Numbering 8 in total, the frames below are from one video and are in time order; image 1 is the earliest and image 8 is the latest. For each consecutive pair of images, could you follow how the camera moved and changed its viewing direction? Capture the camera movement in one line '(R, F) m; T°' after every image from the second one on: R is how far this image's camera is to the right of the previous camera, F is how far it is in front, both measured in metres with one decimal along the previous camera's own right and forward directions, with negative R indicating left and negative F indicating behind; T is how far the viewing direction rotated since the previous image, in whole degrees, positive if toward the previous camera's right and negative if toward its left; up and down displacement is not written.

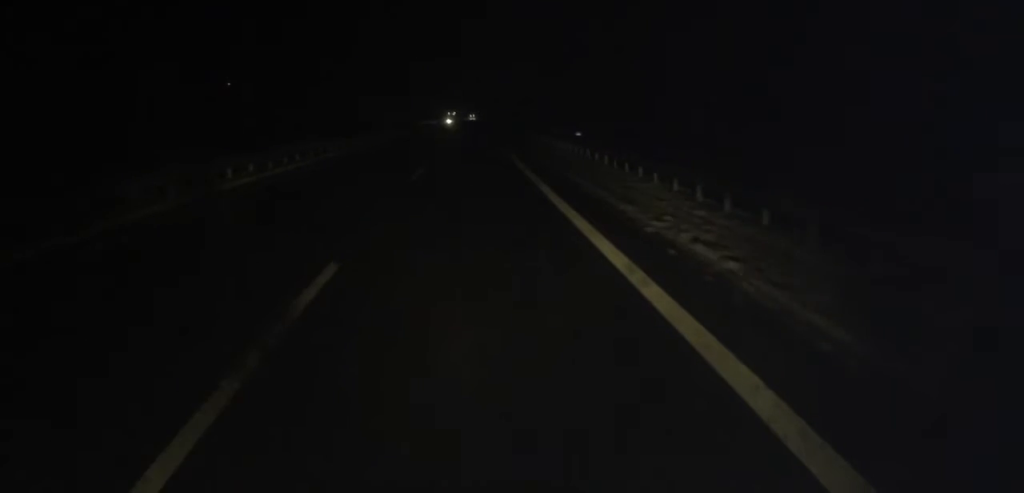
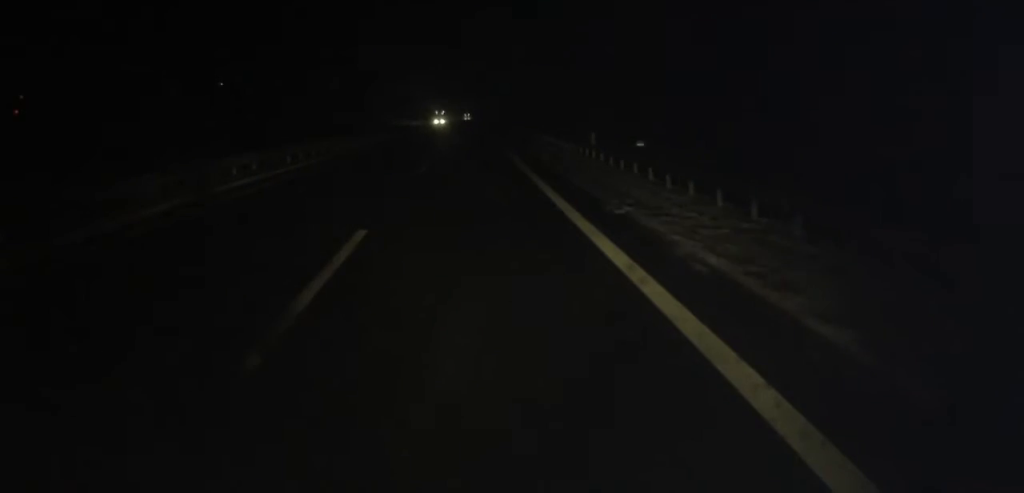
(+0.2, +15.3) m; +1°
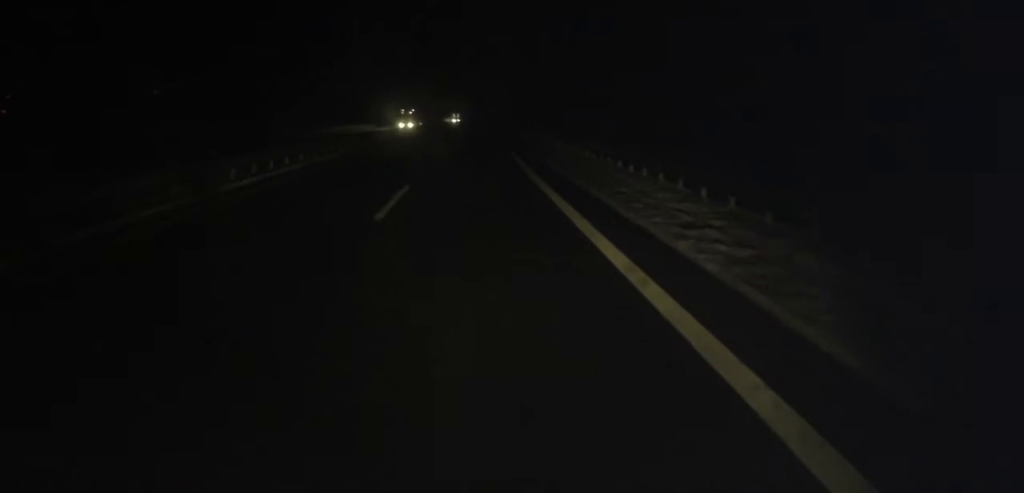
(-0.3, +28.0) m; -2°
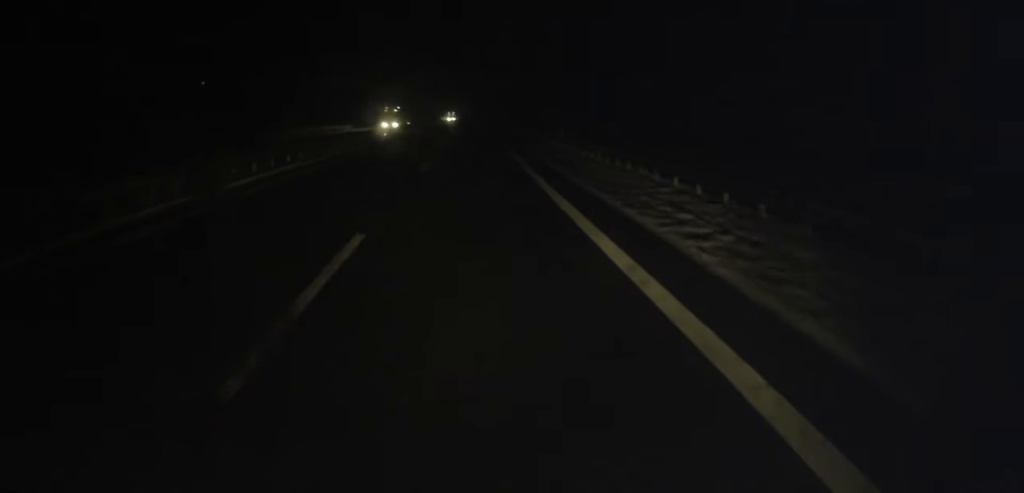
(0.0, +7.7) m; +1°
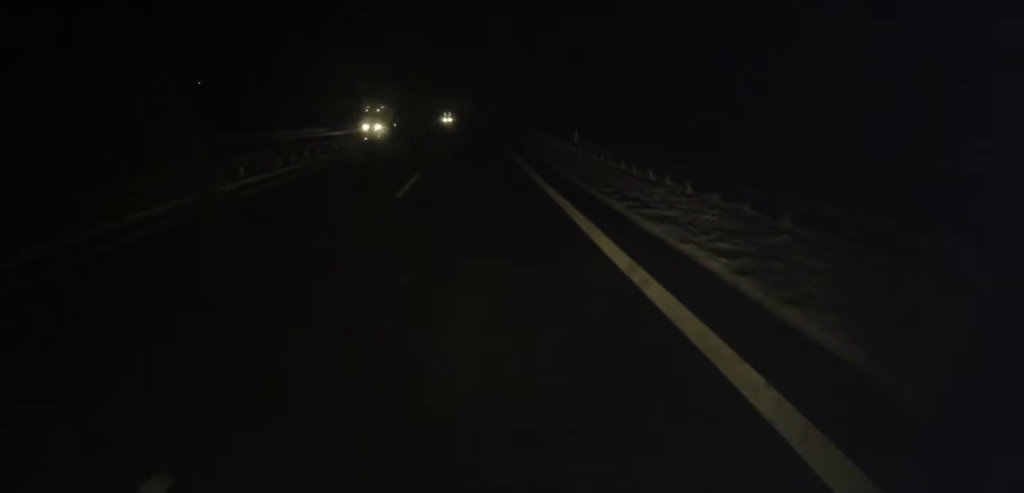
(-0.1, +7.2) m; +1°
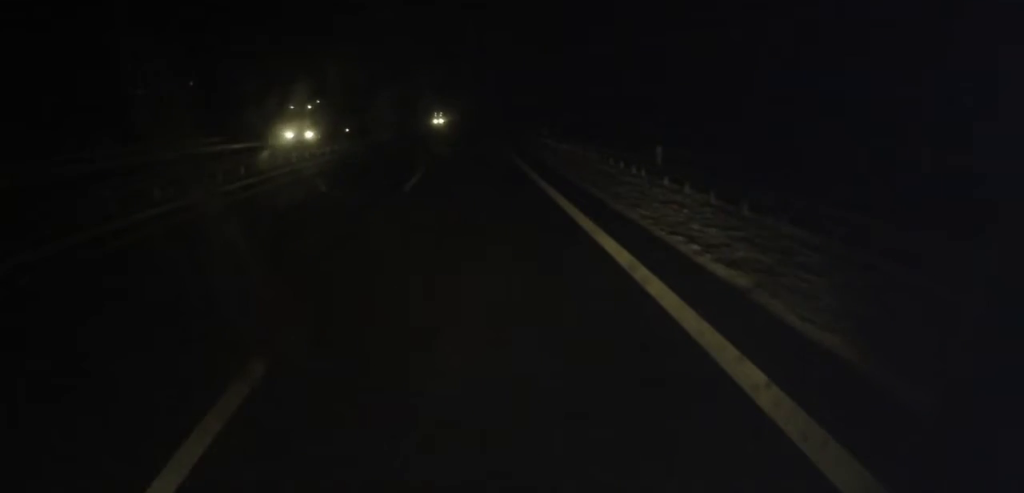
(+0.5, +16.0) m; +2°
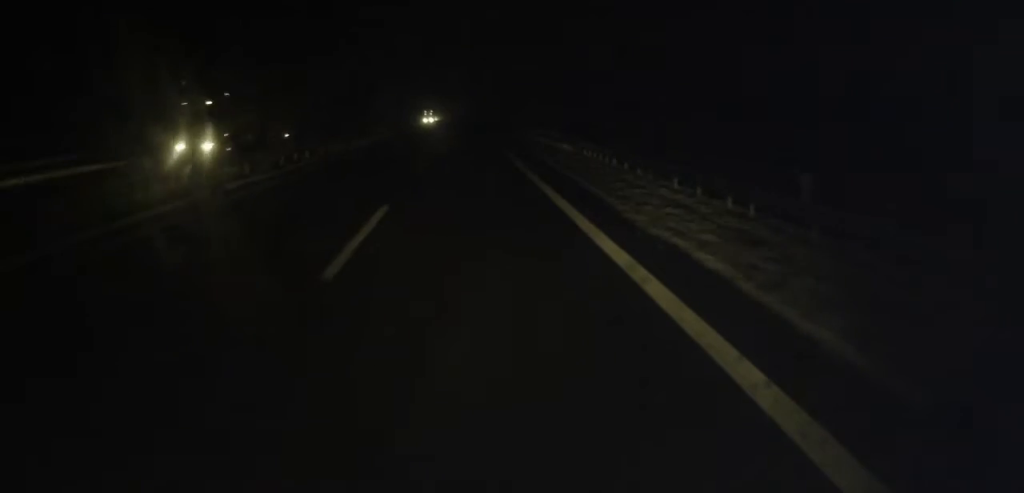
(0.0, +9.3) m; 0°
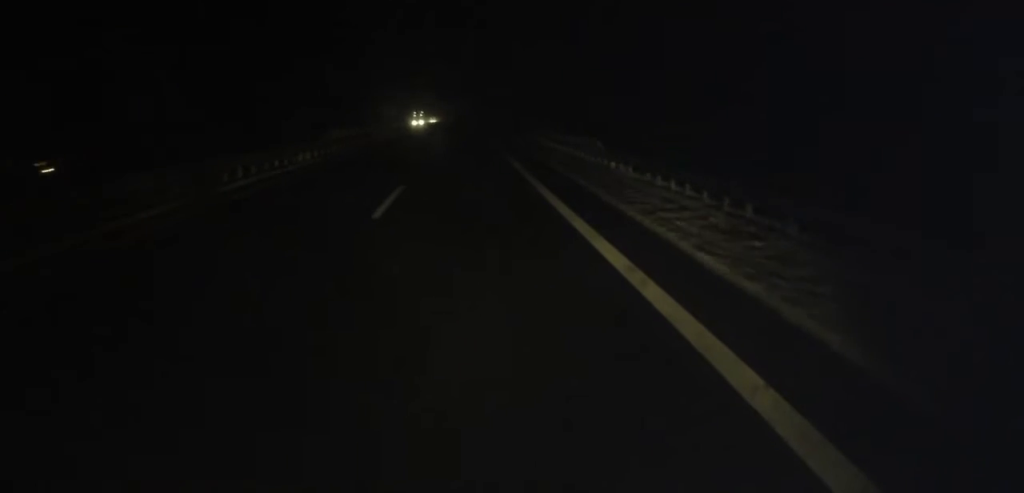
(0.0, +13.1) m; 0°
